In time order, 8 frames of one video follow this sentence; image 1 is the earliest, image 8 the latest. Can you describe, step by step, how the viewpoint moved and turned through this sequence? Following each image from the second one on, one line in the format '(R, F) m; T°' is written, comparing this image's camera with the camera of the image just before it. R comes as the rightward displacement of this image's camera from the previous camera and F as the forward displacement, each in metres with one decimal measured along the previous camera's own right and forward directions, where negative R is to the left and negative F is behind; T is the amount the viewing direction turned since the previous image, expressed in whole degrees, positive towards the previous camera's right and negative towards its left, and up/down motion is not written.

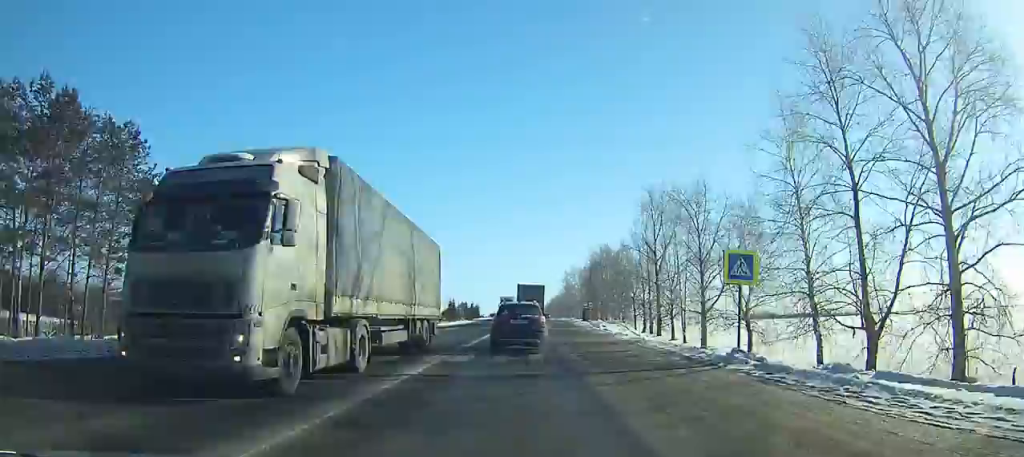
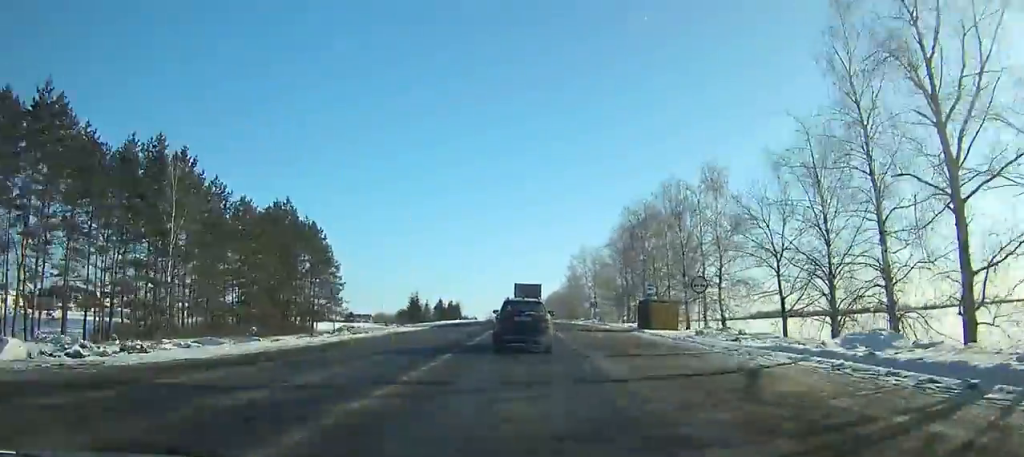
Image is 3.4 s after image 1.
(+0.2, +56.4) m; +1°
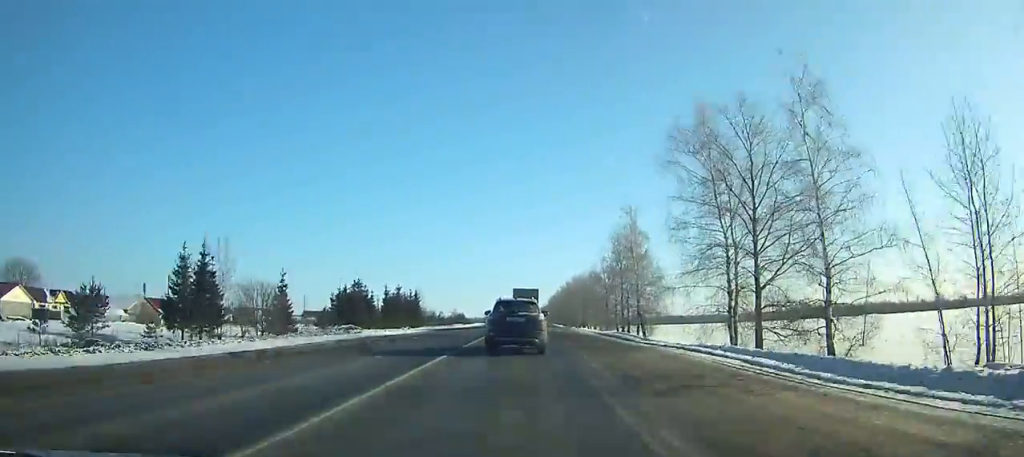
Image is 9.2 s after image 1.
(+0.6, +97.6) m; 0°
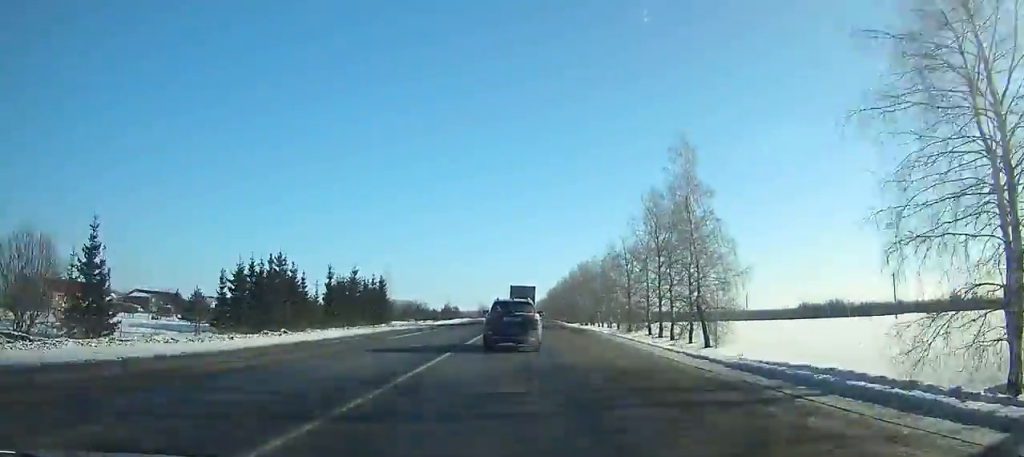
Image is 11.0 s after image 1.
(-0.1, +31.0) m; 0°
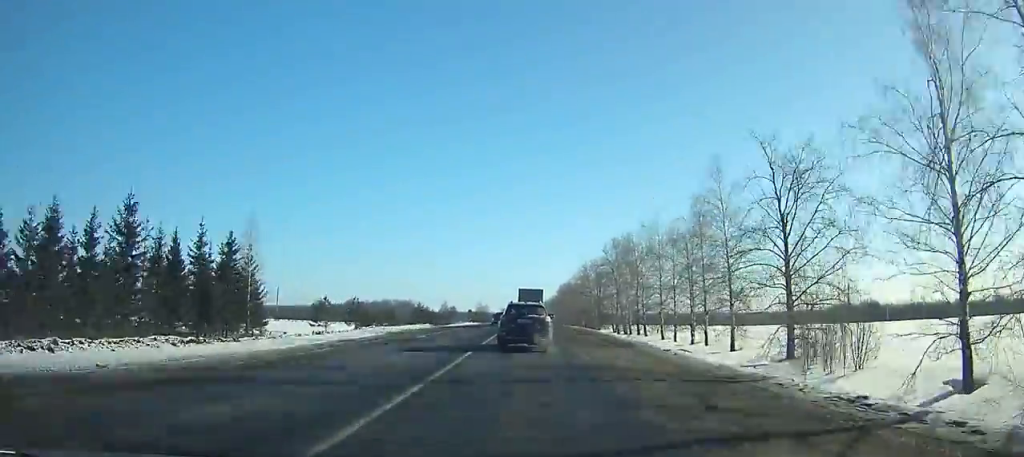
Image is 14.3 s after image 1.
(-0.1, +57.7) m; 0°
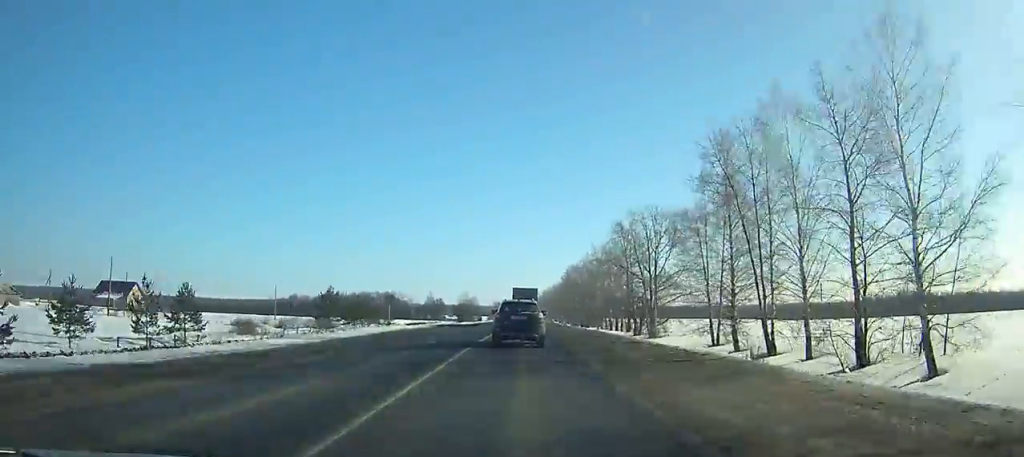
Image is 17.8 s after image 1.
(+0.1, +62.6) m; 0°
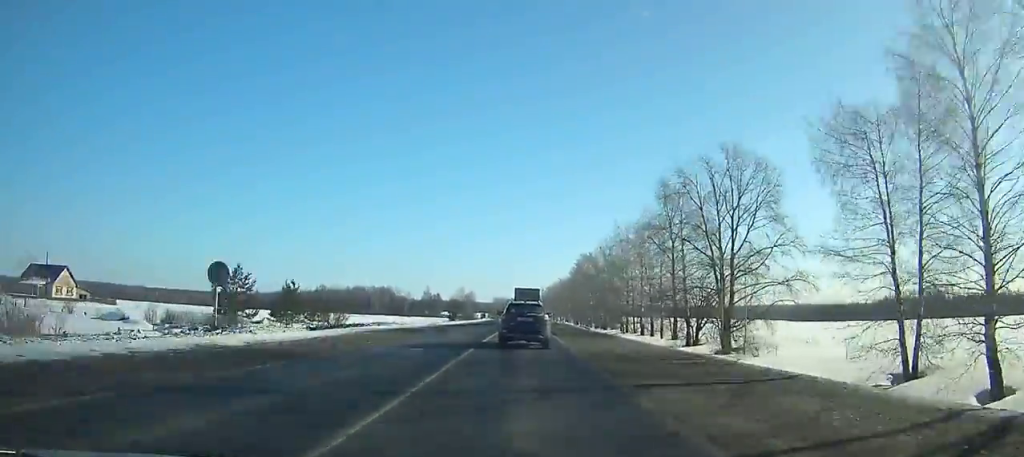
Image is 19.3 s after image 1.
(0.0, +27.1) m; 0°
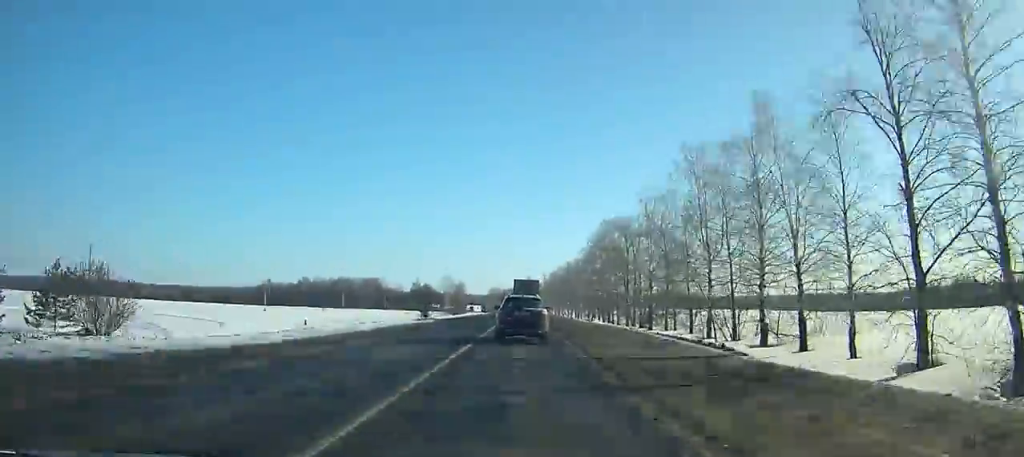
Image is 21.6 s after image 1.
(+0.1, +41.8) m; 0°
